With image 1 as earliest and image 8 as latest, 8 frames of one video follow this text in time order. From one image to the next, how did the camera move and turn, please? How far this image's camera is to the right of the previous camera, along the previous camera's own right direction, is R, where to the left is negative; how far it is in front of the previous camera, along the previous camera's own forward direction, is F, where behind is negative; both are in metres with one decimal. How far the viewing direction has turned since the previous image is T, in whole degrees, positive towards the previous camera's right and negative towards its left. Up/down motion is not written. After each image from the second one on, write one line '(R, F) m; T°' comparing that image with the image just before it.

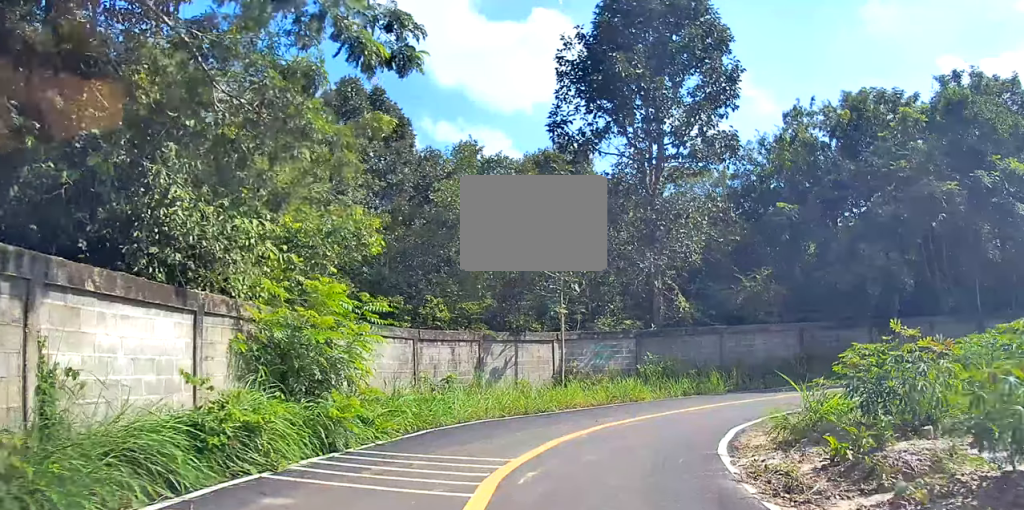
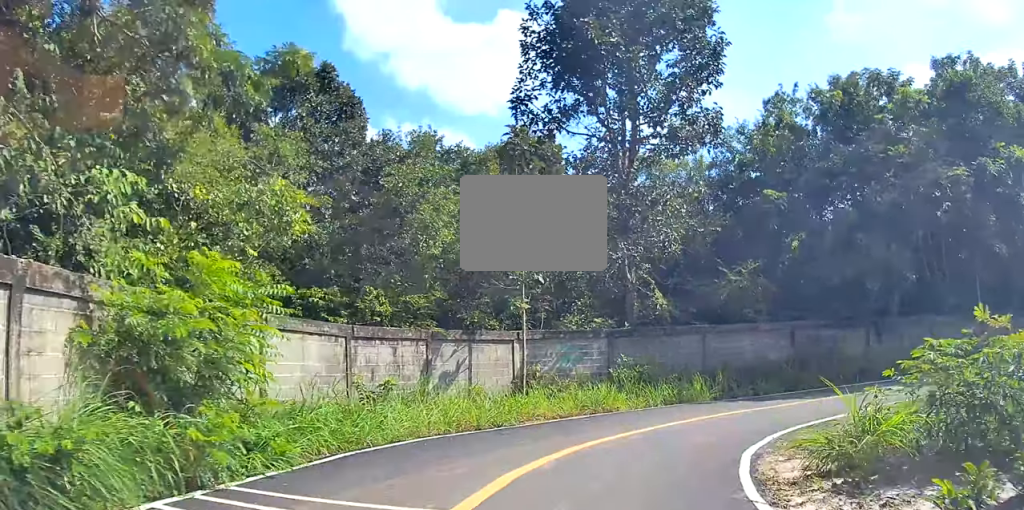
(0.0, +2.7) m; +3°
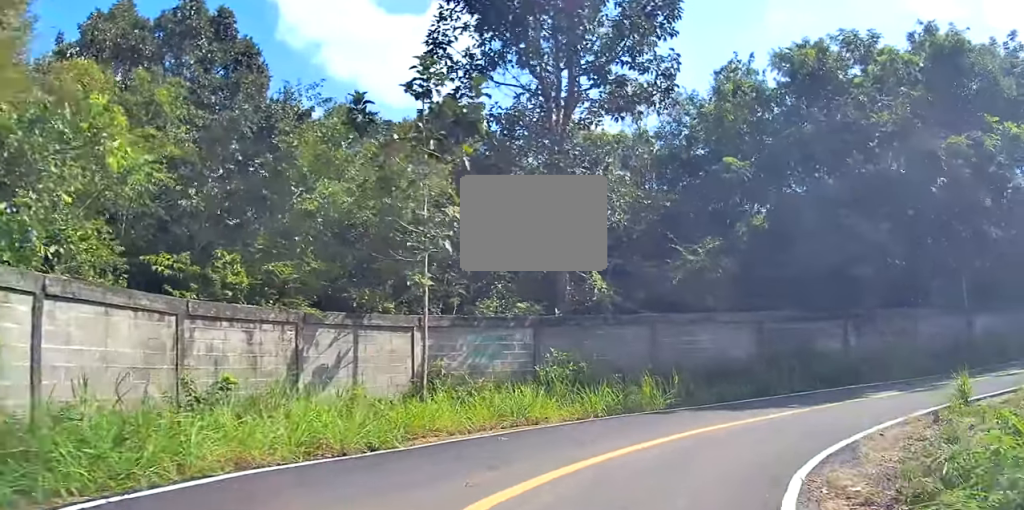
(-0.1, +4.1) m; +5°
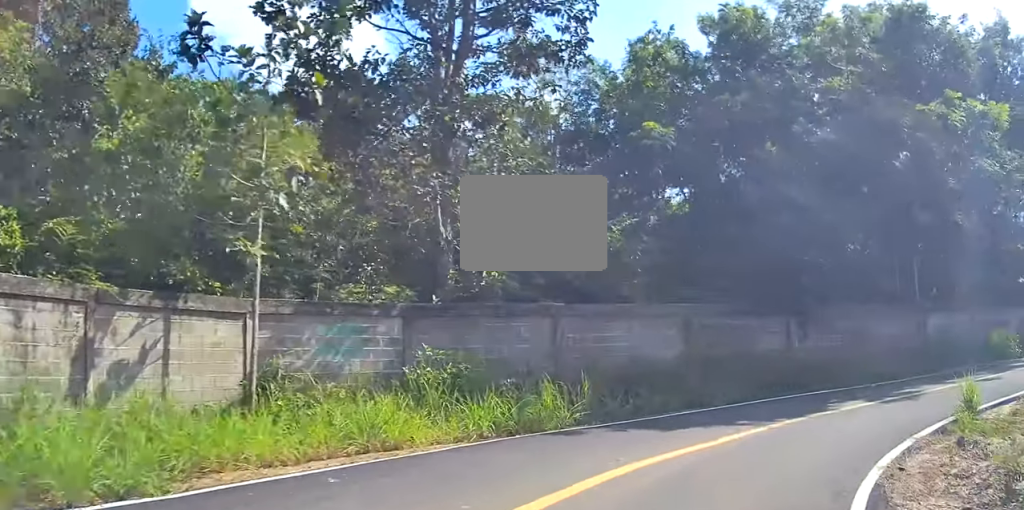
(+0.3, +2.9) m; +10°
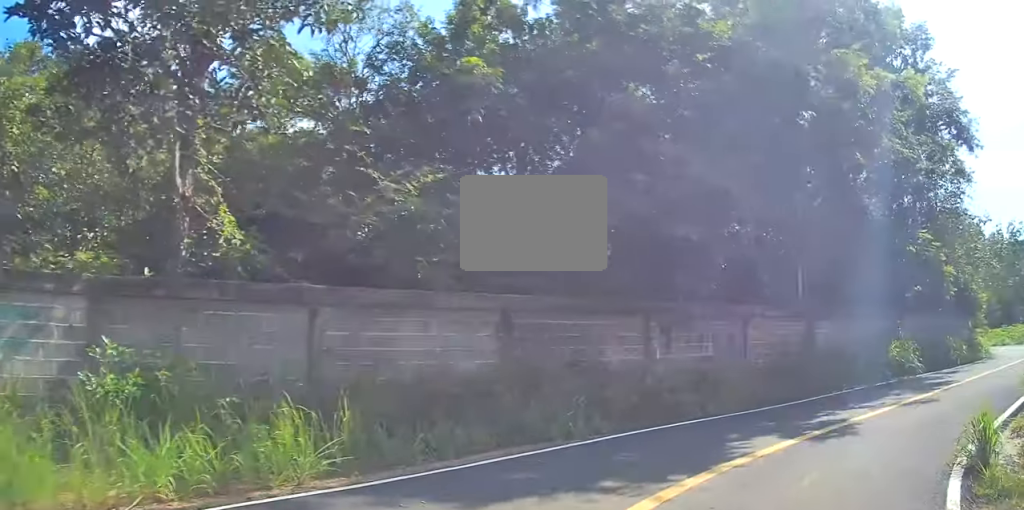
(+0.3, +4.2) m; +16°
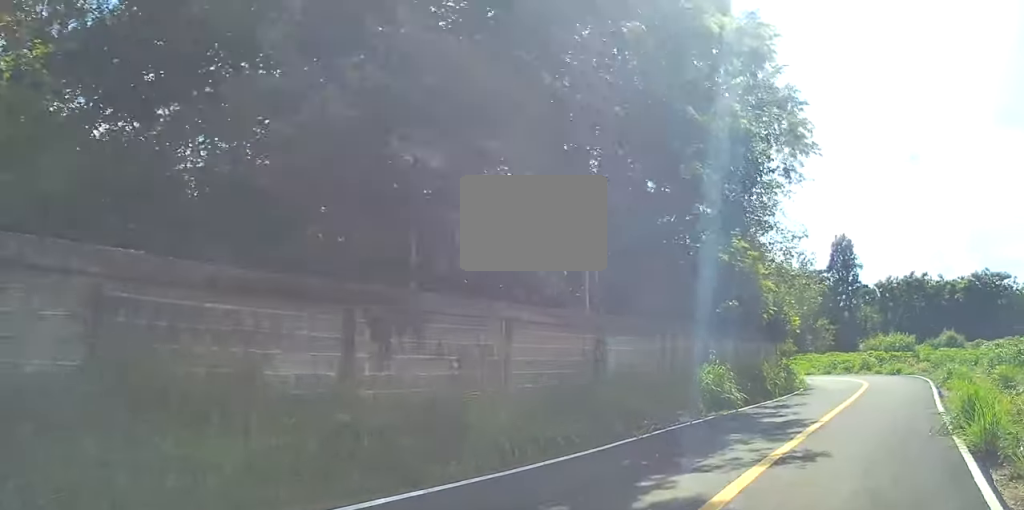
(+1.1, +4.9) m; +13°
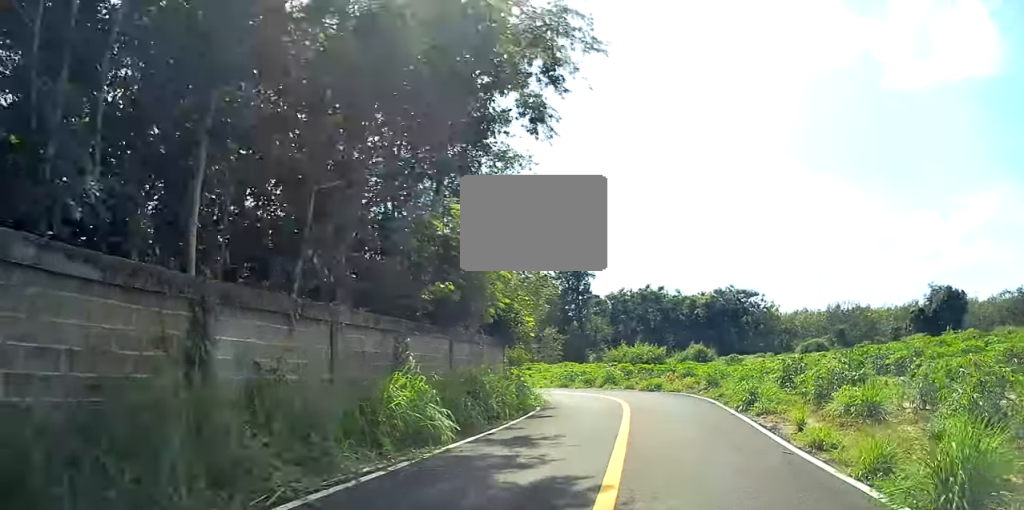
(+0.1, +6.1) m; +15°
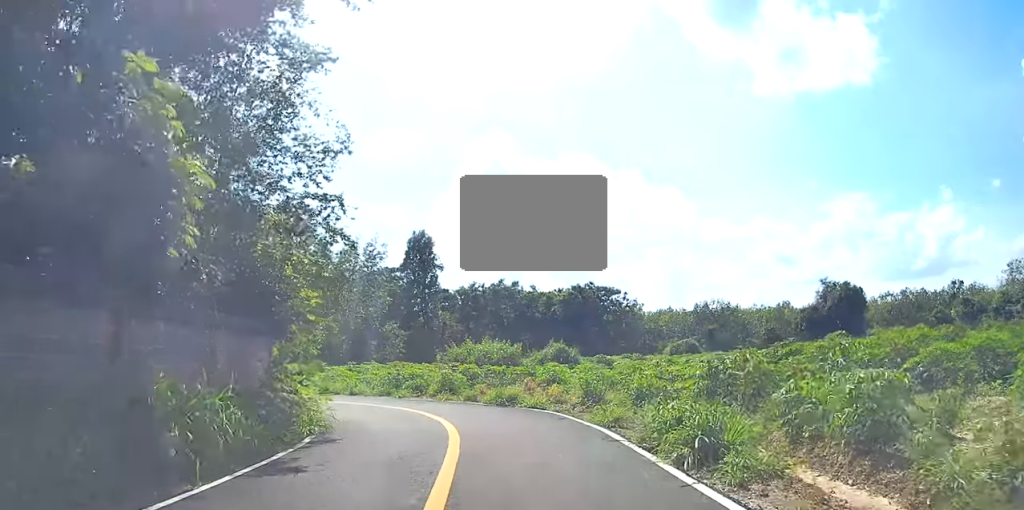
(+2.1, +8.5) m; +17°
